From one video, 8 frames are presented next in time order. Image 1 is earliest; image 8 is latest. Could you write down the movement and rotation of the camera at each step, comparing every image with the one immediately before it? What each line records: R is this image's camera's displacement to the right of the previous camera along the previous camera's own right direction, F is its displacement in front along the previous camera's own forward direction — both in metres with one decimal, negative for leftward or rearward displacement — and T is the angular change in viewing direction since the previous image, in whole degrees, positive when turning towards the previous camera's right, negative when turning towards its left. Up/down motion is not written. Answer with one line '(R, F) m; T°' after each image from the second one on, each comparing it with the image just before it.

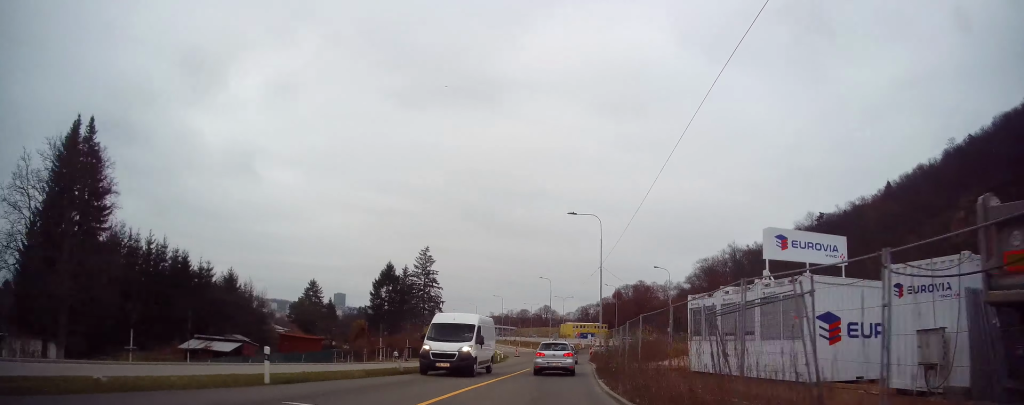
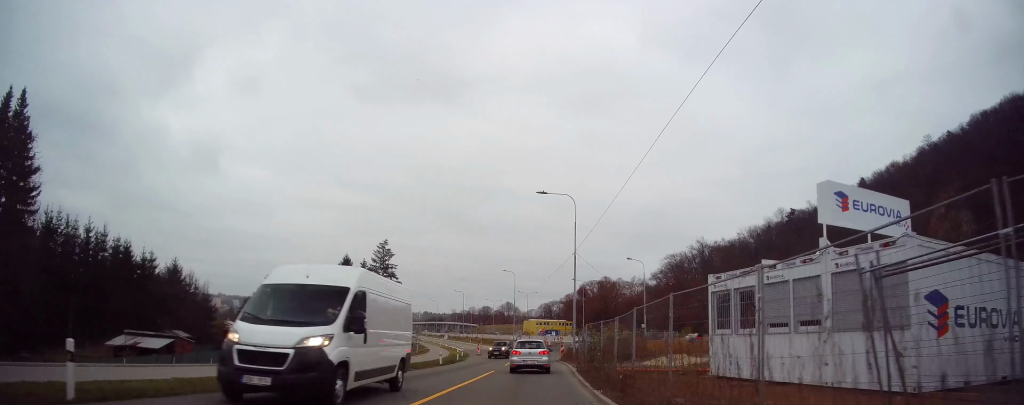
(+0.2, +5.6) m; +2°
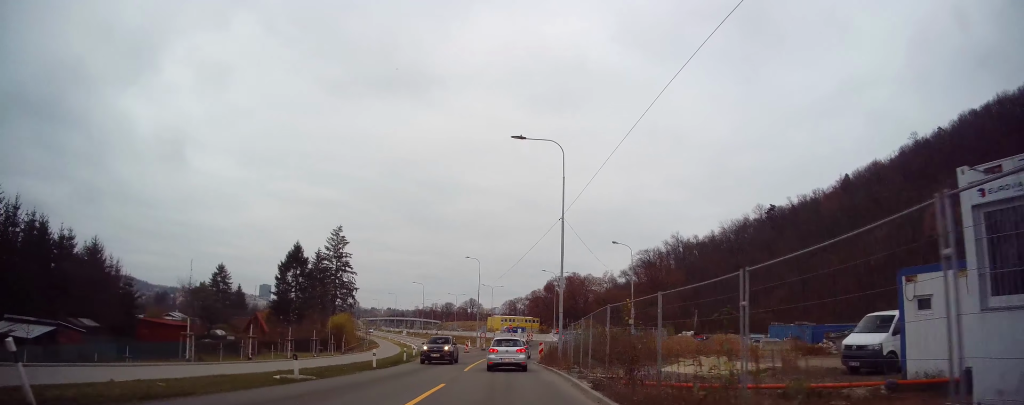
(+0.4, +10.6) m; +4°
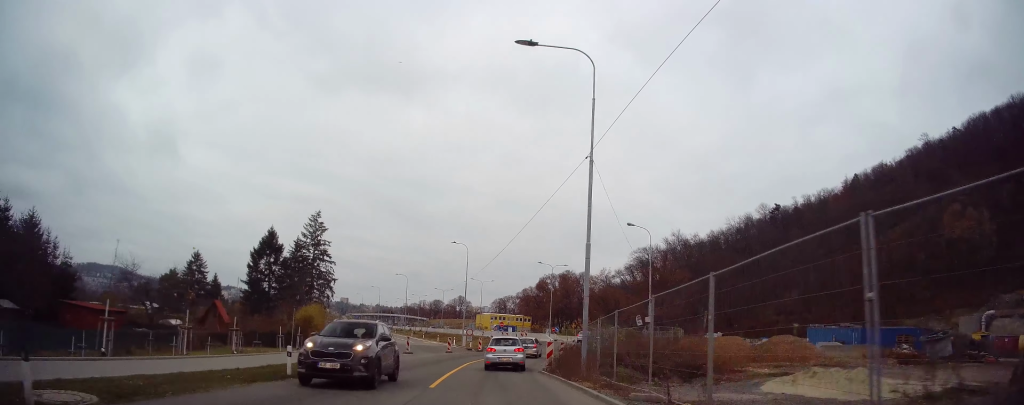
(+0.2, +10.0) m; +2°
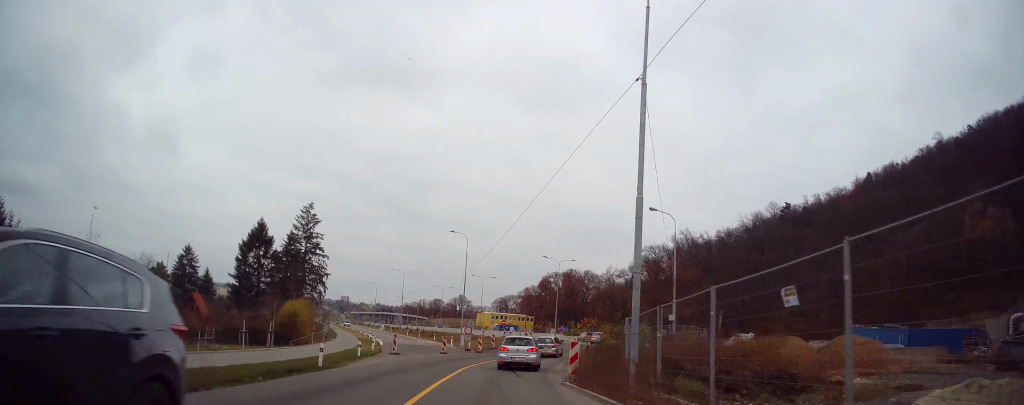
(+0.1, +6.2) m; +2°
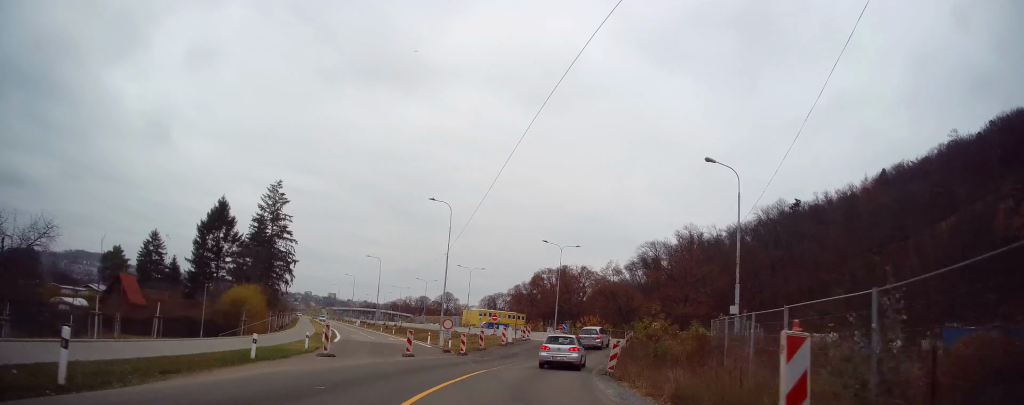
(+0.4, +13.1) m; +4°
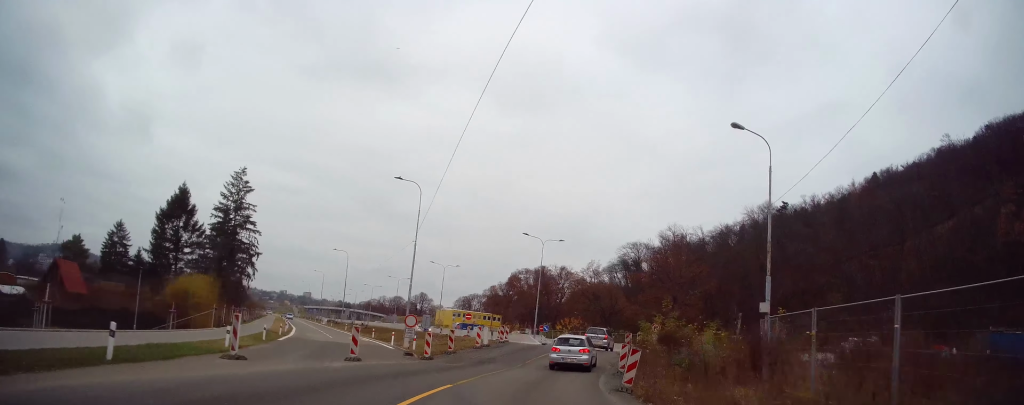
(+0.1, +5.8) m; +2°
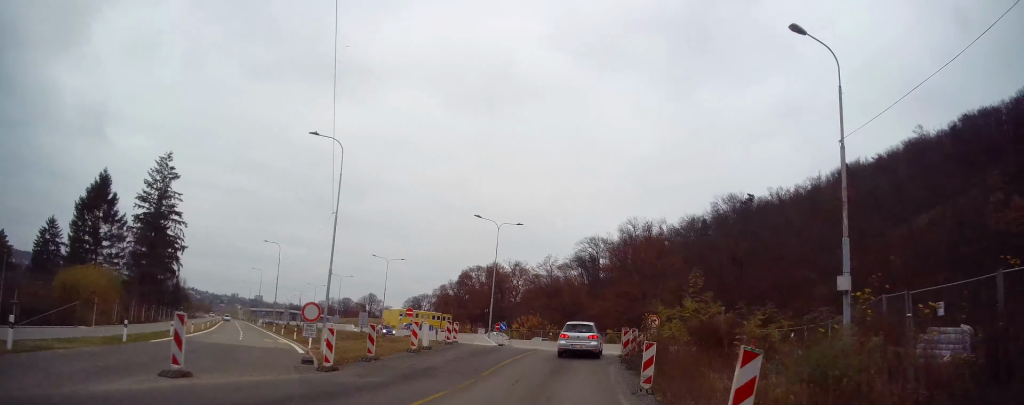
(+0.1, +9.2) m; +4°
